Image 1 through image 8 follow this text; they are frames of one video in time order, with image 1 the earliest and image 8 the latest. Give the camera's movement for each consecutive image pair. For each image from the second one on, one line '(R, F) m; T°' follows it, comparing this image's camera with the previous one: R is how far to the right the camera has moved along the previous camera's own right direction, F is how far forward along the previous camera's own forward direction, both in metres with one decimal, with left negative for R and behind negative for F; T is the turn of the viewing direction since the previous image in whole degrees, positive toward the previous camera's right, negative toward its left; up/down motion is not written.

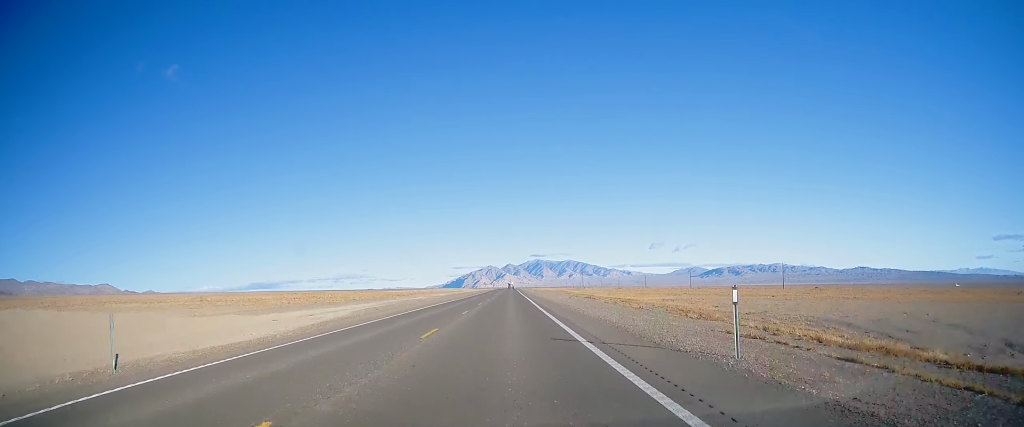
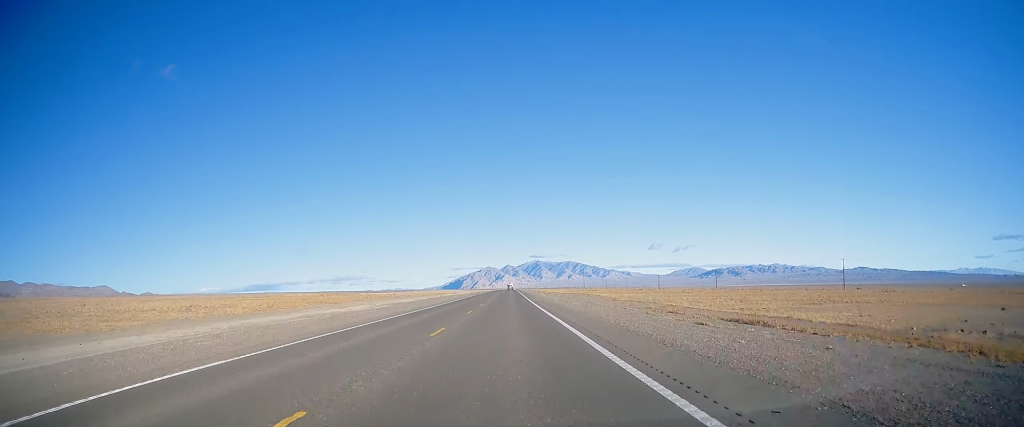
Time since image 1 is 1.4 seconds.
(-0.1, +47.7) m; 0°
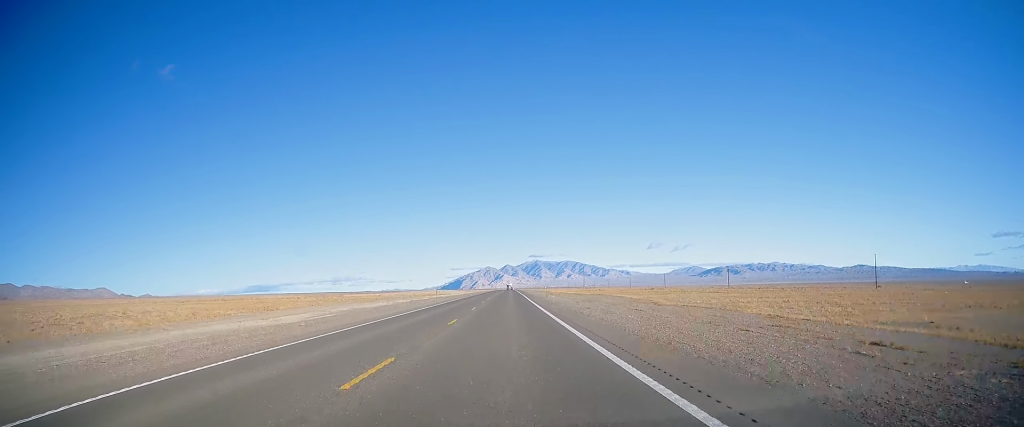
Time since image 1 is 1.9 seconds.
(+0.1, +19.8) m; 0°
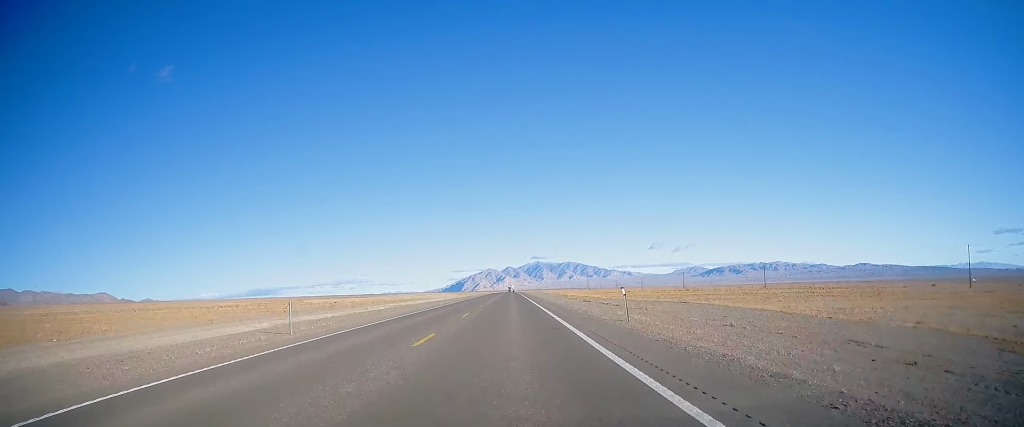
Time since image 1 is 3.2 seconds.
(+0.4, +43.2) m; 0°
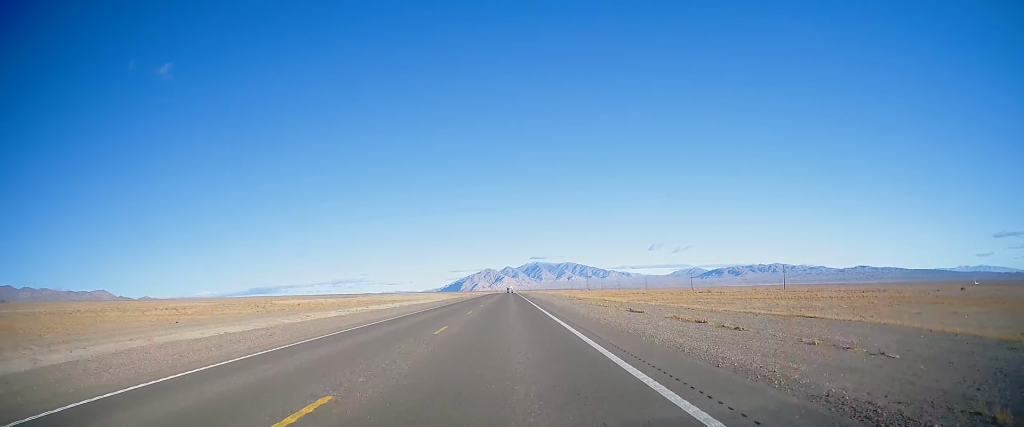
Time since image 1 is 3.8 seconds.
(0.0, +21.0) m; 0°
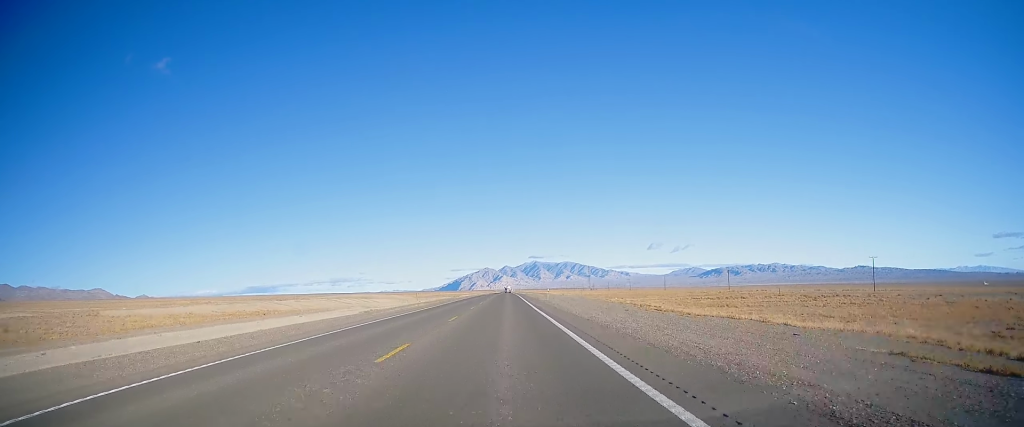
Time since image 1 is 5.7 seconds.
(0.0, +66.7) m; 0°
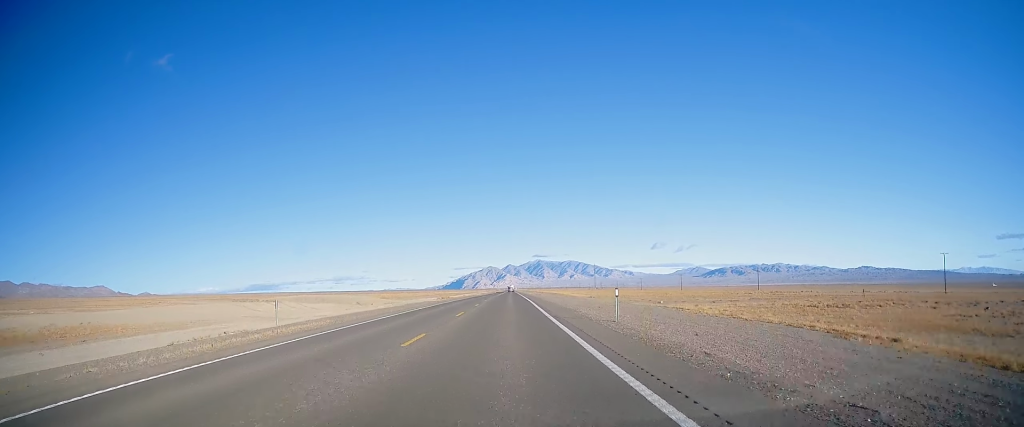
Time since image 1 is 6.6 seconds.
(-0.3, +34.2) m; 0°
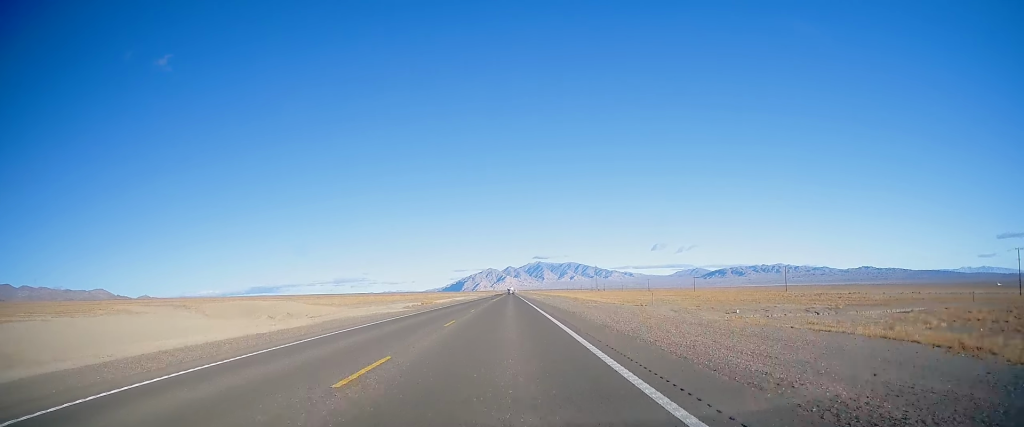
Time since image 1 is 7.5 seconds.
(+0.2, +29.0) m; 0°
